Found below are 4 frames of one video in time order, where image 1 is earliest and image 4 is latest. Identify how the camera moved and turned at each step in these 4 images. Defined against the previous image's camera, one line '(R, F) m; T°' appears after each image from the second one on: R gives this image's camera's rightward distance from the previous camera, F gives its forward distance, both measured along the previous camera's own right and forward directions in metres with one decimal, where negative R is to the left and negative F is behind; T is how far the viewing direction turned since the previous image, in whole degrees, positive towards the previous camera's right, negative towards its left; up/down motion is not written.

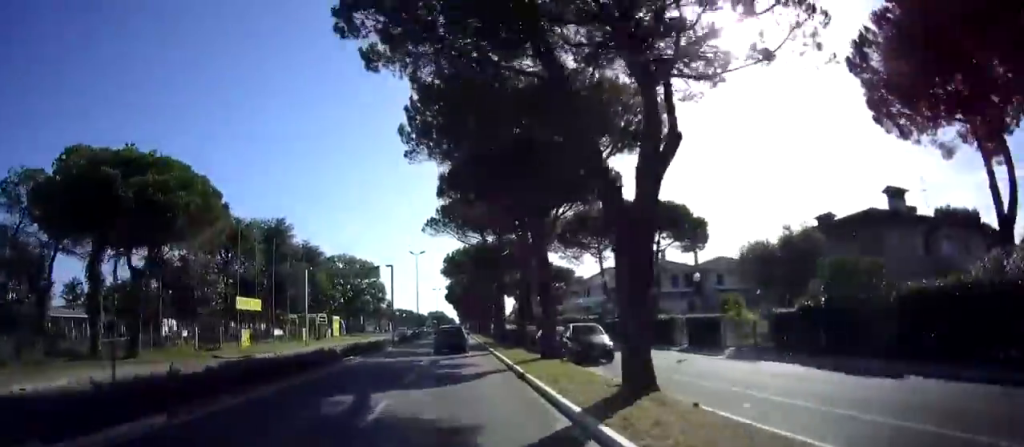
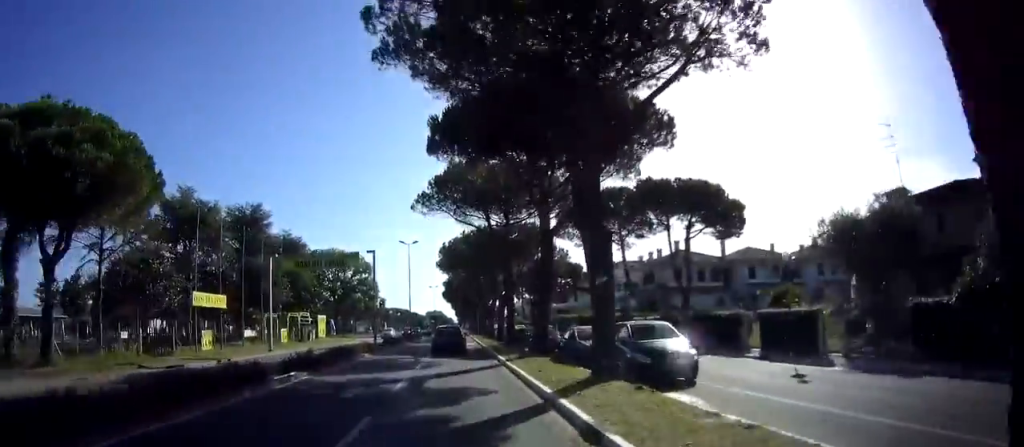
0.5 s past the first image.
(-0.1, +8.4) m; +1°
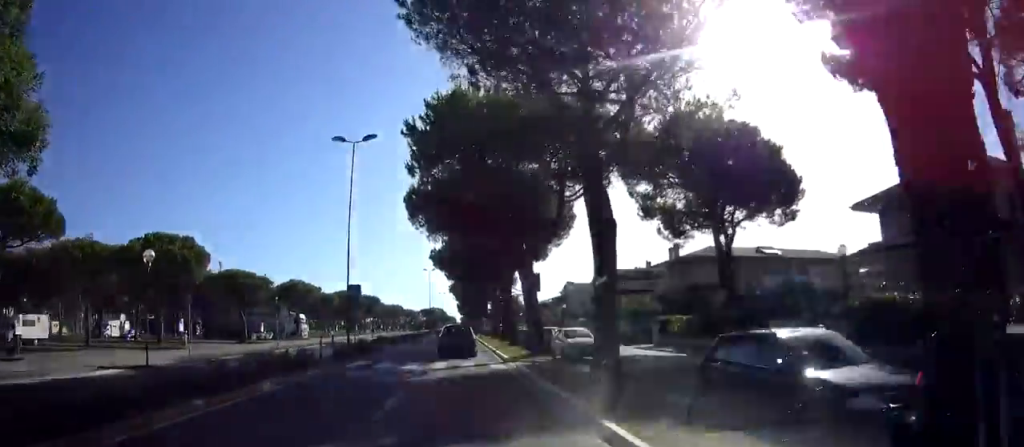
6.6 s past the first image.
(-0.5, +88.9) m; -1°
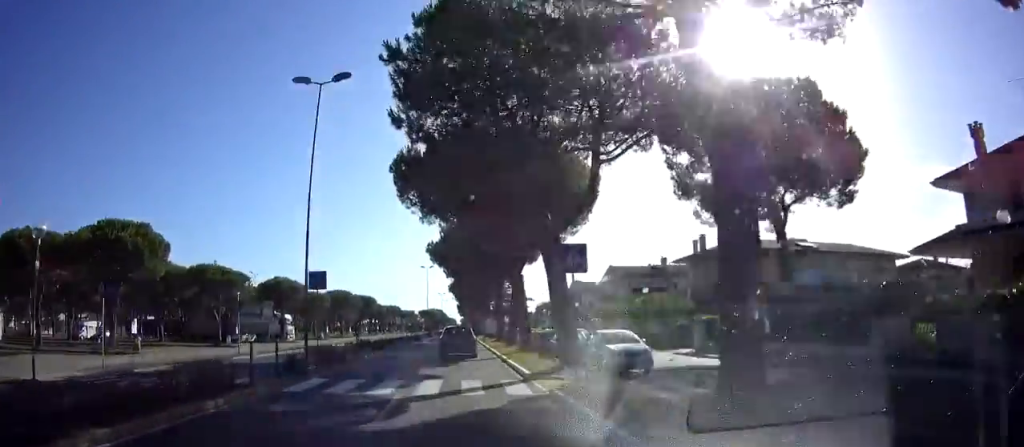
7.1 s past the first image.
(0.0, +6.4) m; -1°
